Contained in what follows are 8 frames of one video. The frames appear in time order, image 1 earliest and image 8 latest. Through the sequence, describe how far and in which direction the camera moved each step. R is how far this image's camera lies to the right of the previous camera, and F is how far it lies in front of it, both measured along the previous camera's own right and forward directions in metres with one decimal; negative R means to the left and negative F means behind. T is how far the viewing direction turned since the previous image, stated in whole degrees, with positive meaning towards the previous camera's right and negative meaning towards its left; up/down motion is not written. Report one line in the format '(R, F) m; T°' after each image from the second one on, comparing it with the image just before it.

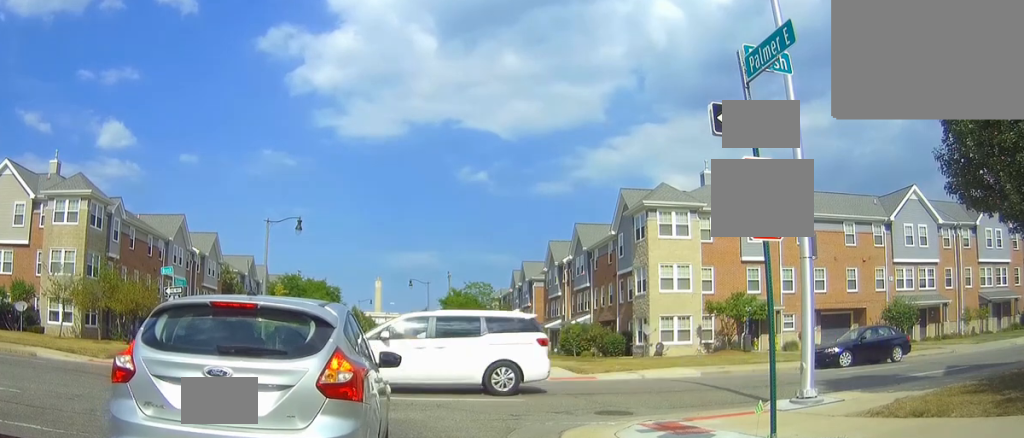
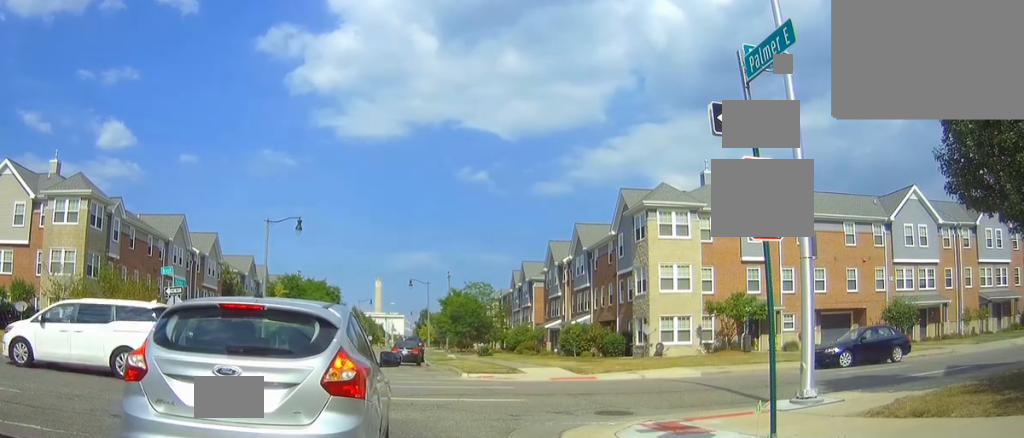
(0.0, 0.0) m; 0°
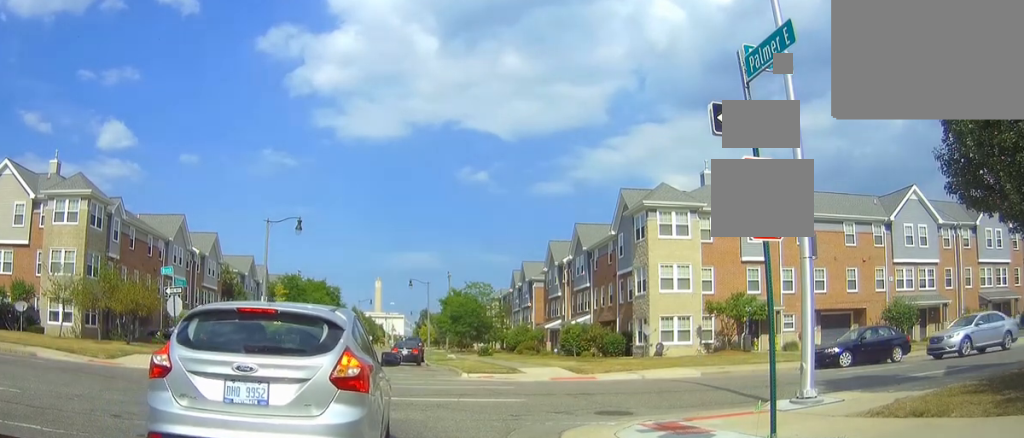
(0.0, 0.0) m; 0°
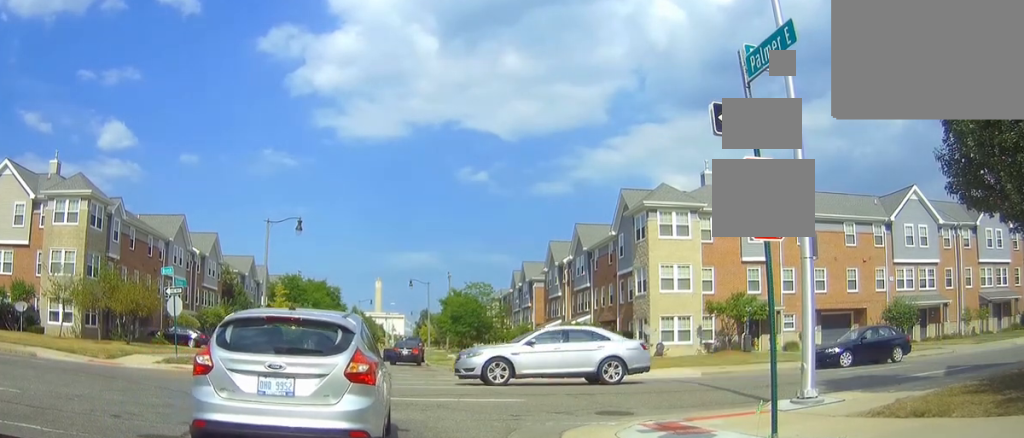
(0.0, 0.0) m; 0°
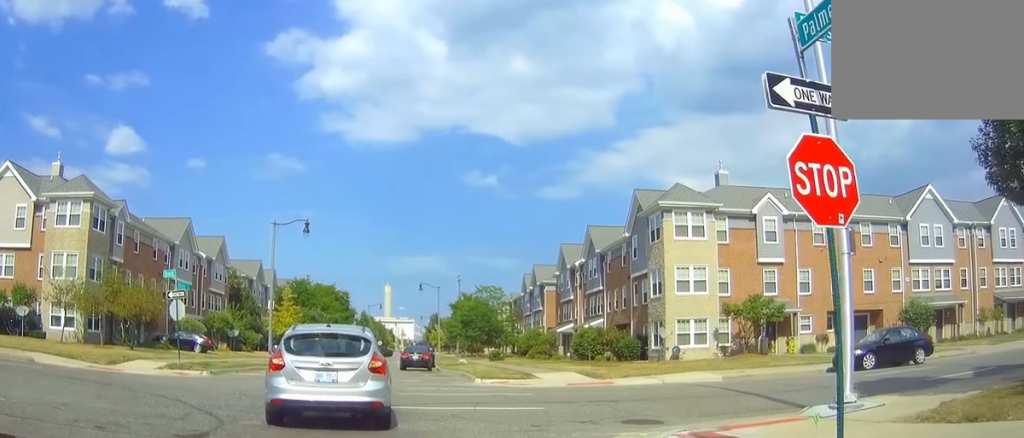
(-0.1, +1.3) m; 0°
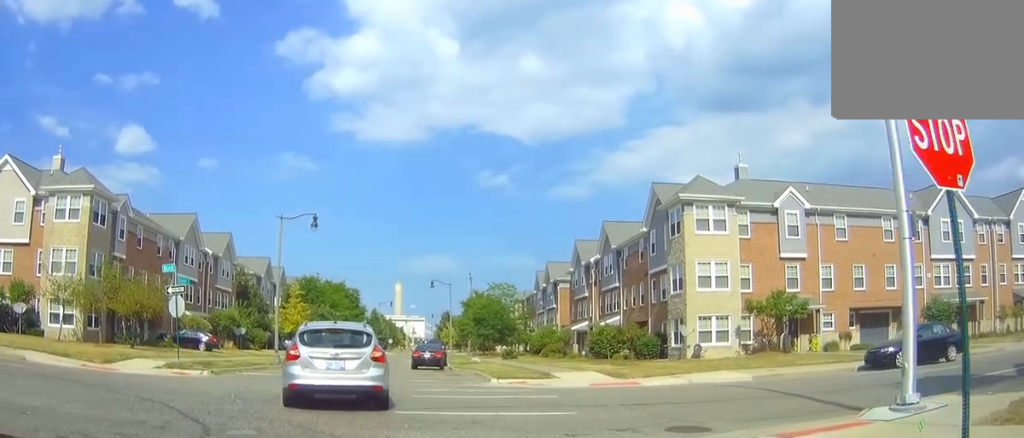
(-0.1, +1.7) m; 0°
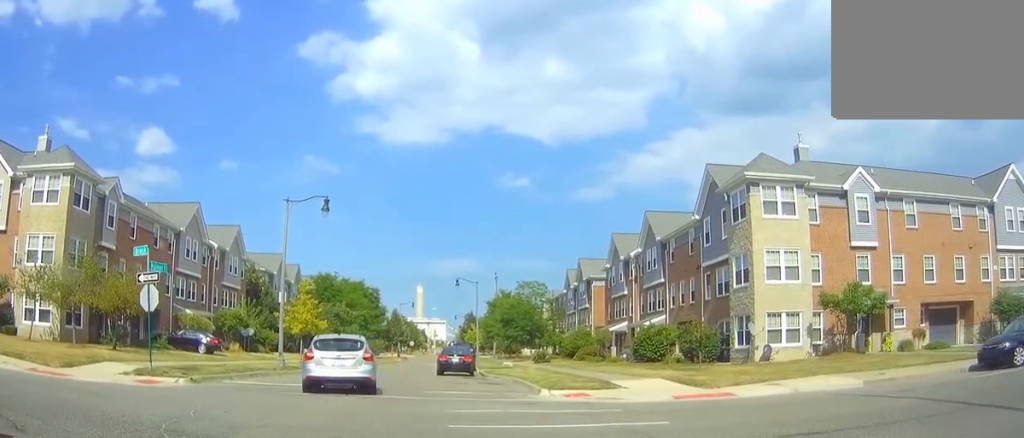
(+0.2, +6.5) m; +3°
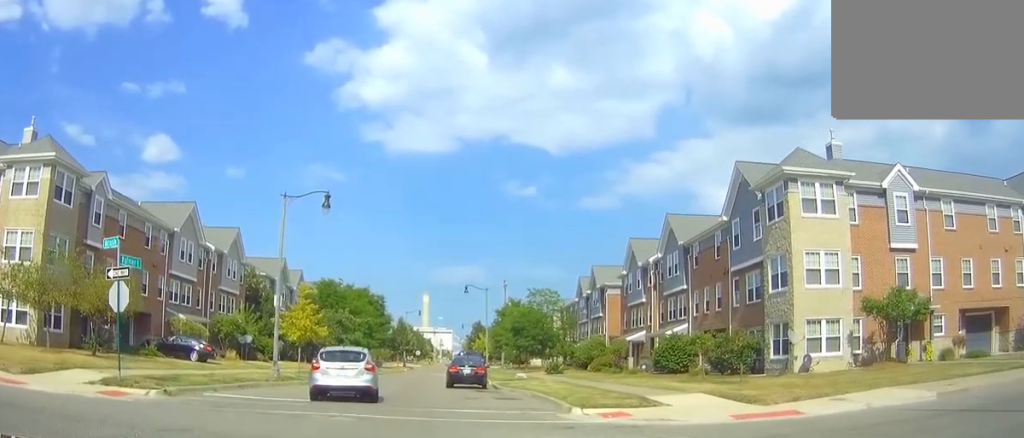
(0.0, +2.9) m; +1°
